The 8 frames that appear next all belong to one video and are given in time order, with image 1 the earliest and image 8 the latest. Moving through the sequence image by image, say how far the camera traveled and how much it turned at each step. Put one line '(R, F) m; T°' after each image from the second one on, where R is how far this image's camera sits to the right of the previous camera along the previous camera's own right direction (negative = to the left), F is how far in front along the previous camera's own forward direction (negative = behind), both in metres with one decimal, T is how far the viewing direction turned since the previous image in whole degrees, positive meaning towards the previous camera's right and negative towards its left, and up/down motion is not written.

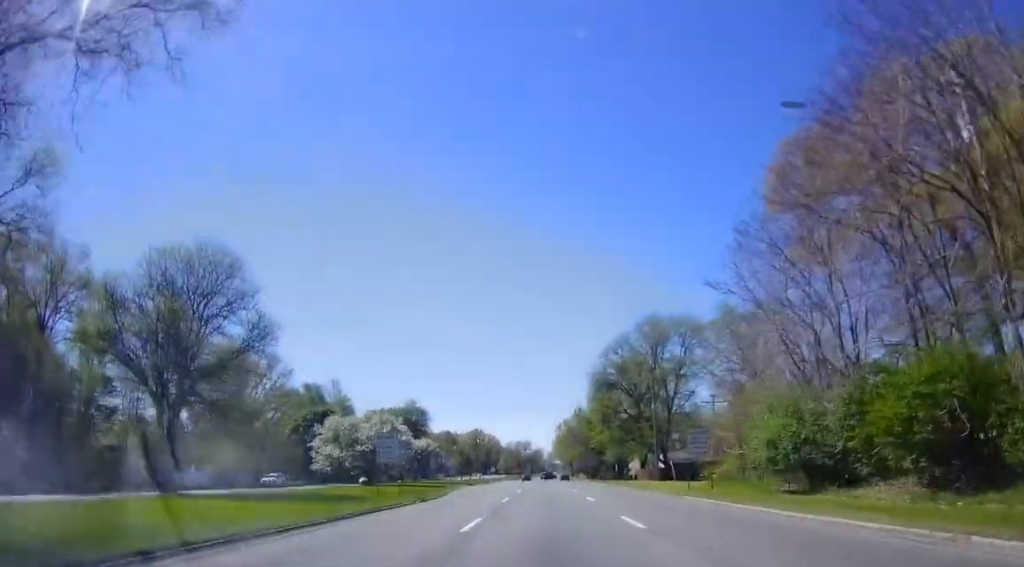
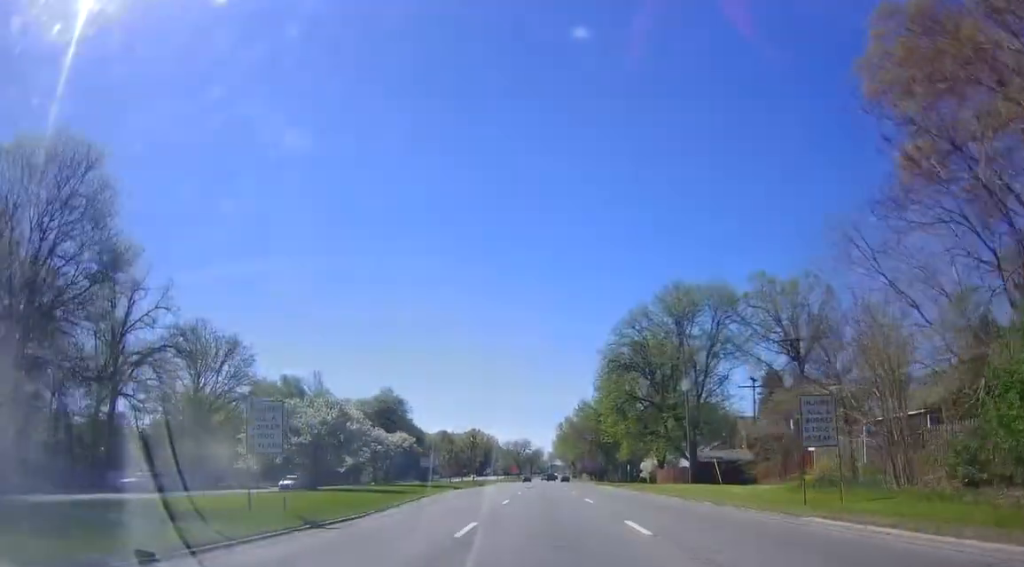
(+0.1, +16.7) m; -1°
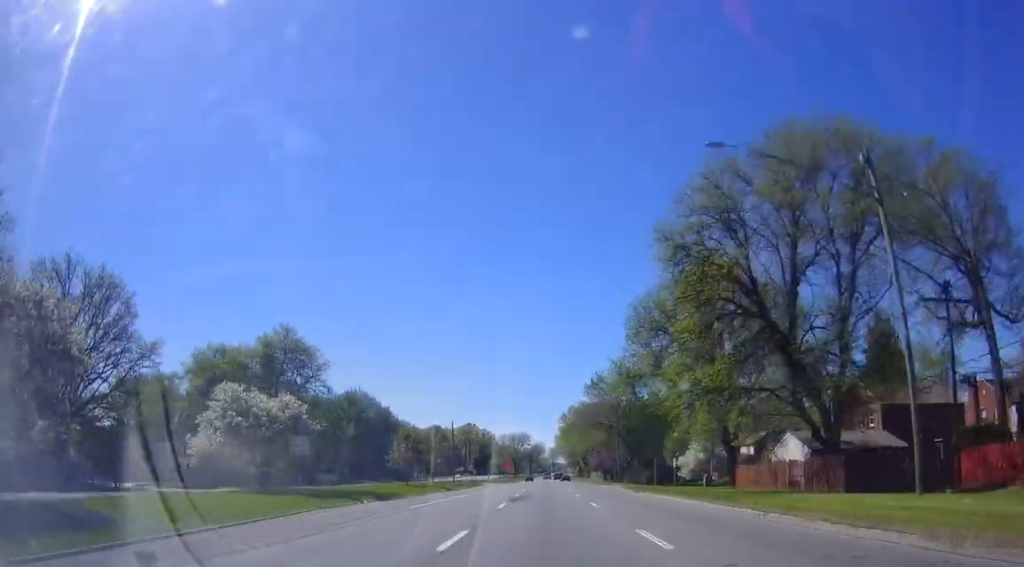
(-0.9, +35.9) m; -1°
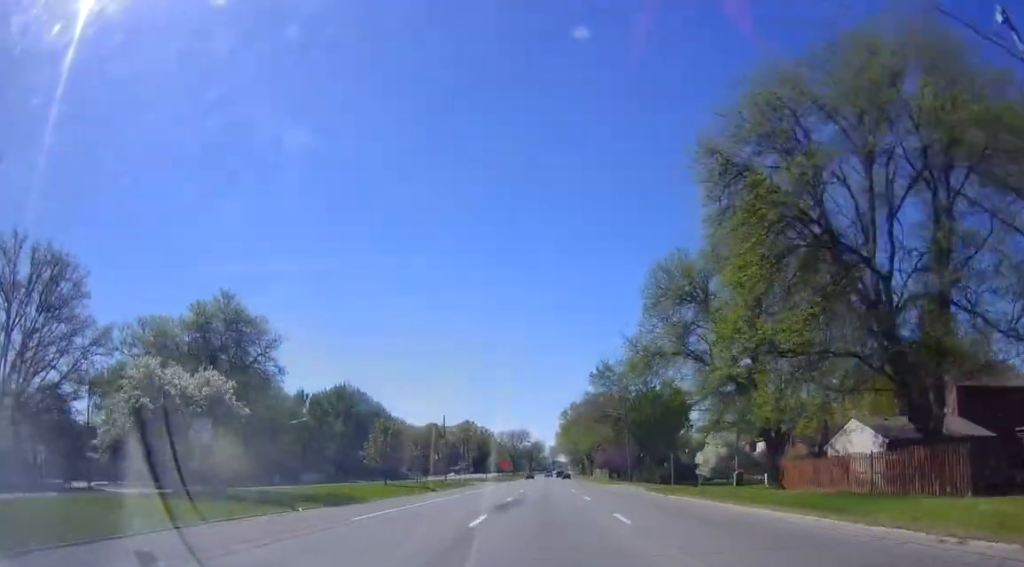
(+0.1, +10.6) m; 0°
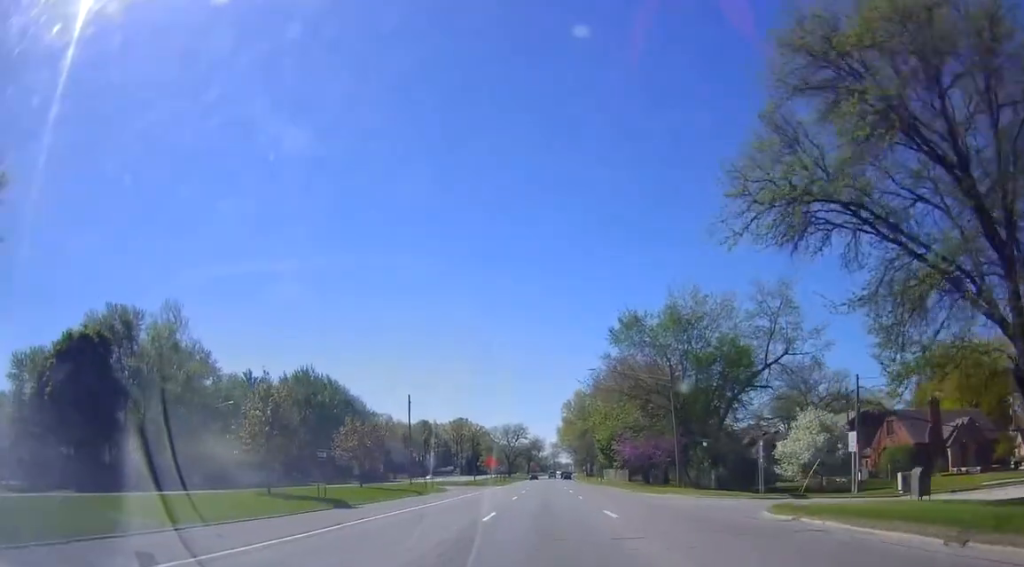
(+0.2, +28.1) m; 0°
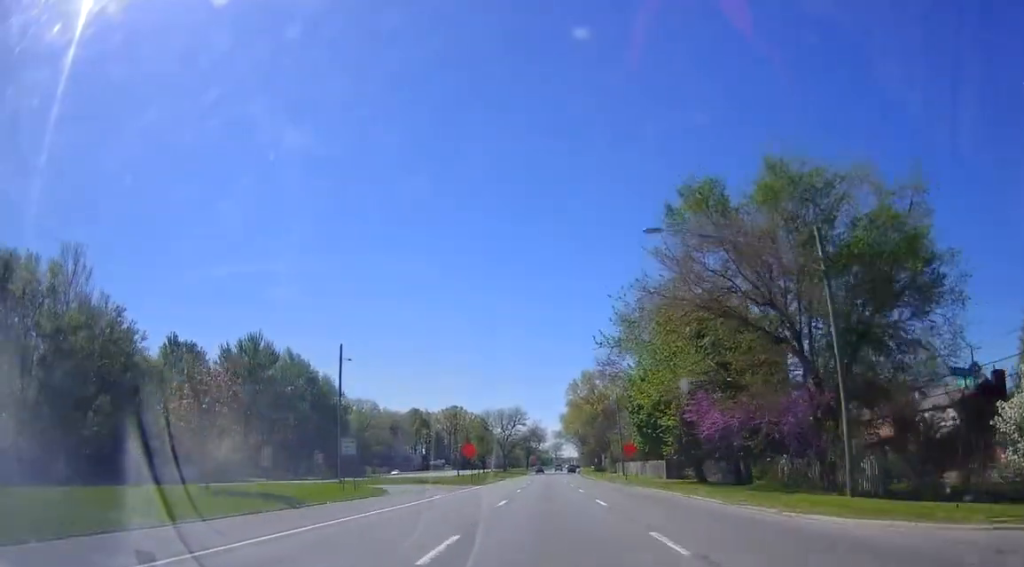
(-0.4, +27.7) m; -3°
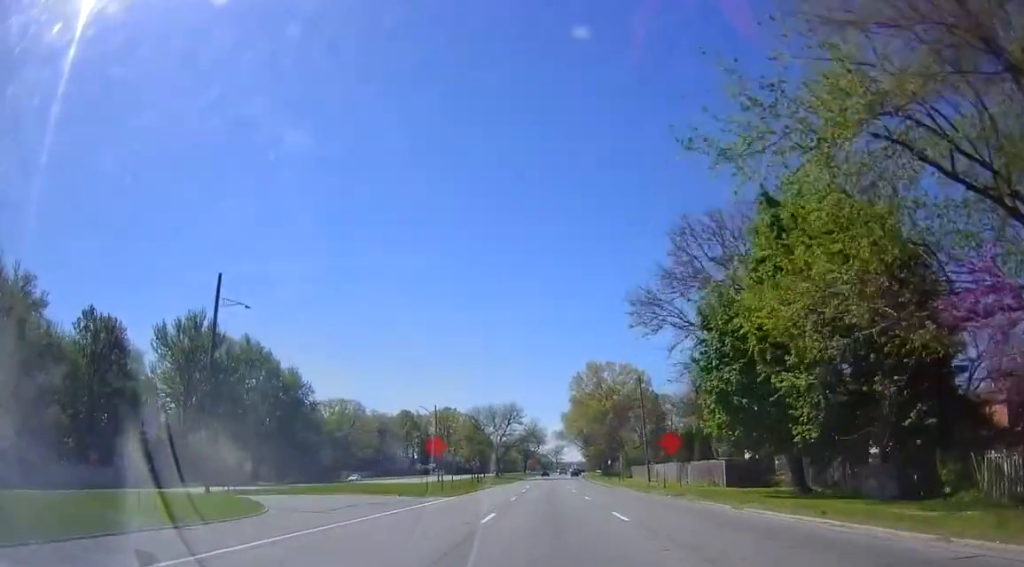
(-0.6, +21.1) m; -1°
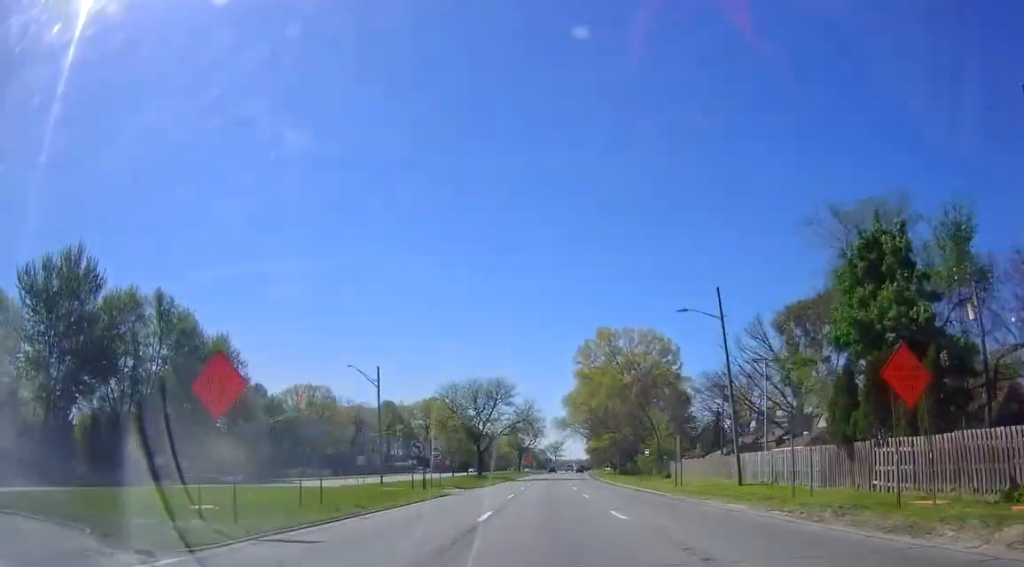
(+0.4, +30.6) m; +1°
